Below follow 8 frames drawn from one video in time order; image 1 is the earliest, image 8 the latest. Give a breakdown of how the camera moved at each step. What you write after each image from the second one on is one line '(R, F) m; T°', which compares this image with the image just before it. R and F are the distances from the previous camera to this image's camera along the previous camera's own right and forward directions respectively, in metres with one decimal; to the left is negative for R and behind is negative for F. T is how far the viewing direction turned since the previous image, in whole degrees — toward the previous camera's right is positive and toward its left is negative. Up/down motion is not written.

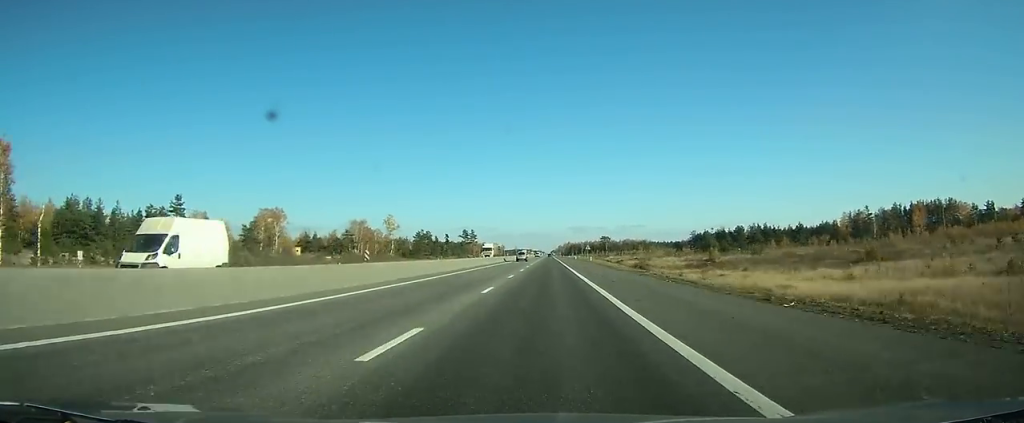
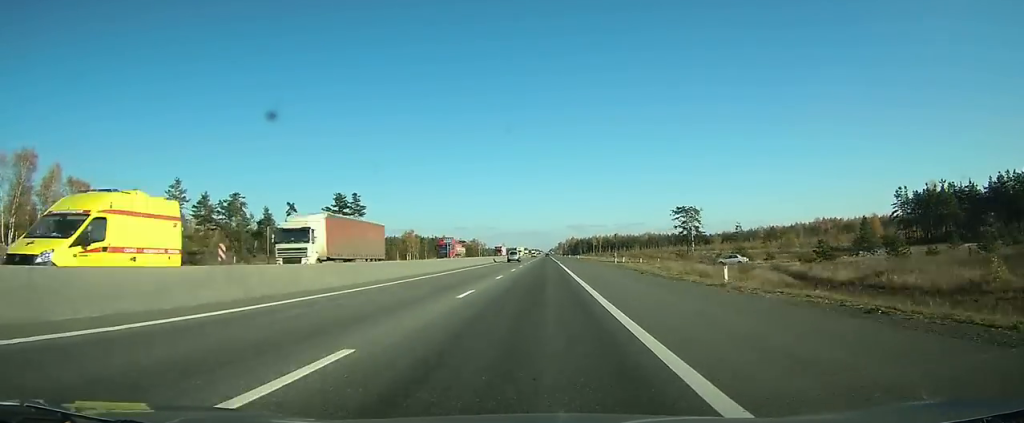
(-0.4, +165.9) m; 0°
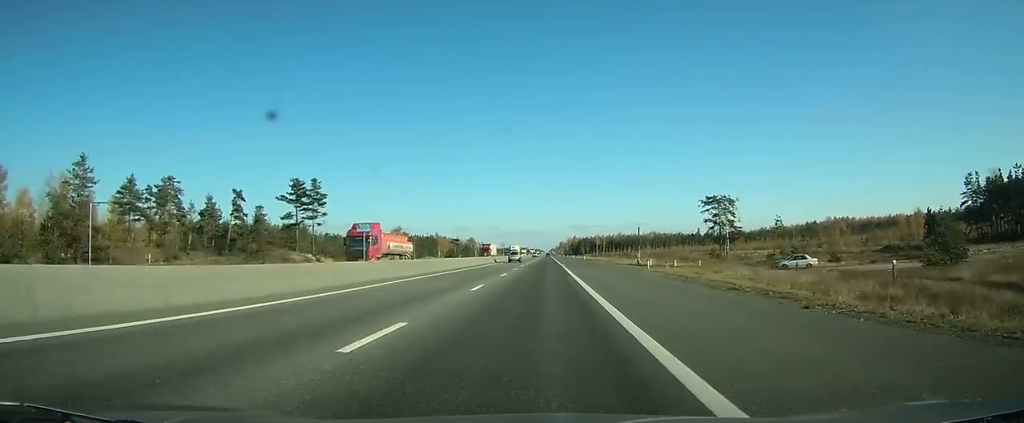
(0.0, +20.3) m; 0°
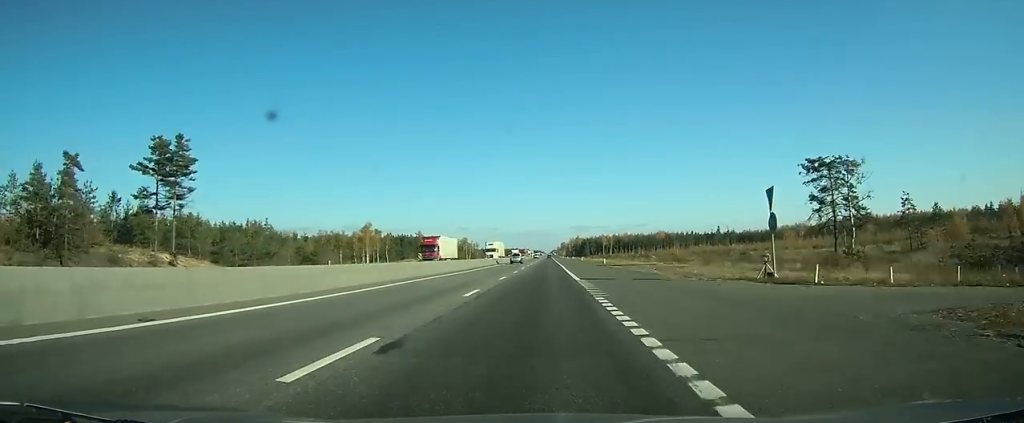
(0.0, +38.9) m; 0°
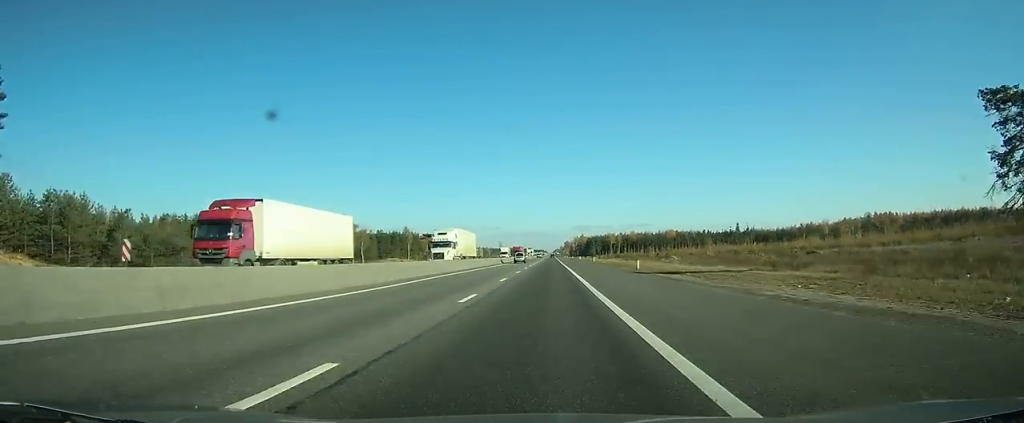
(0.0, +27.5) m; 0°
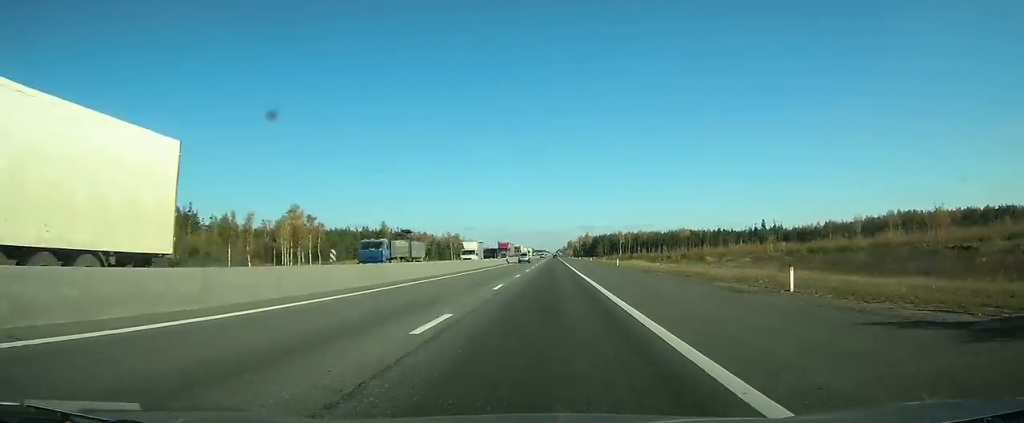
(0.0, +32.0) m; 0°
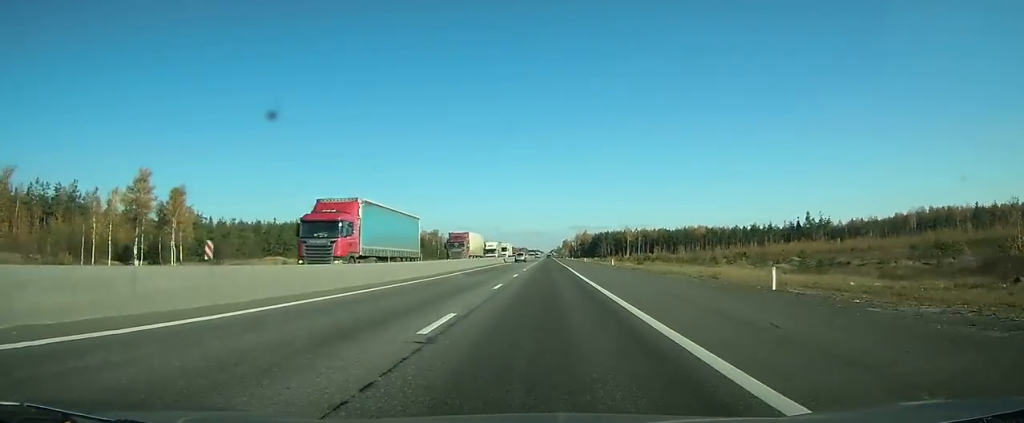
(+0.2, +47.8) m; 0°
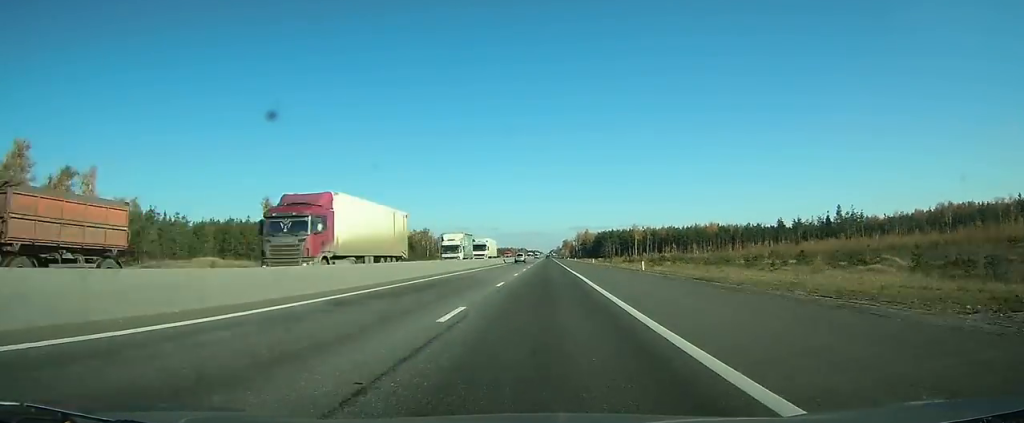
(+0.1, +20.8) m; 0°
